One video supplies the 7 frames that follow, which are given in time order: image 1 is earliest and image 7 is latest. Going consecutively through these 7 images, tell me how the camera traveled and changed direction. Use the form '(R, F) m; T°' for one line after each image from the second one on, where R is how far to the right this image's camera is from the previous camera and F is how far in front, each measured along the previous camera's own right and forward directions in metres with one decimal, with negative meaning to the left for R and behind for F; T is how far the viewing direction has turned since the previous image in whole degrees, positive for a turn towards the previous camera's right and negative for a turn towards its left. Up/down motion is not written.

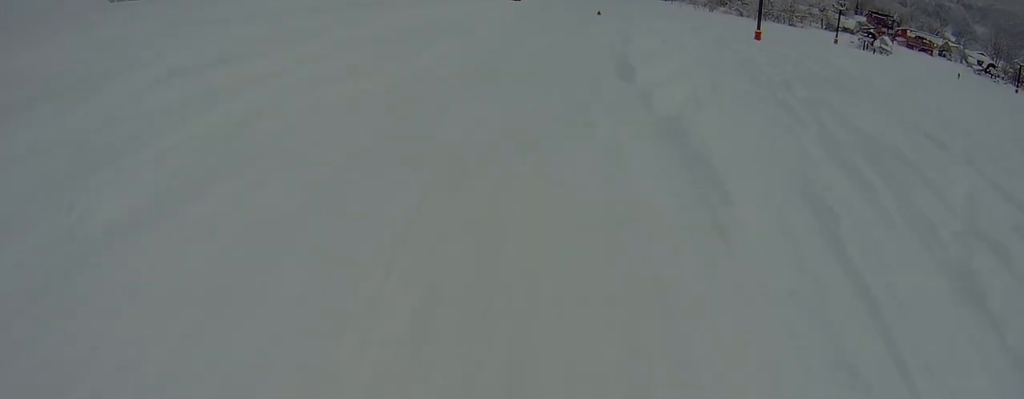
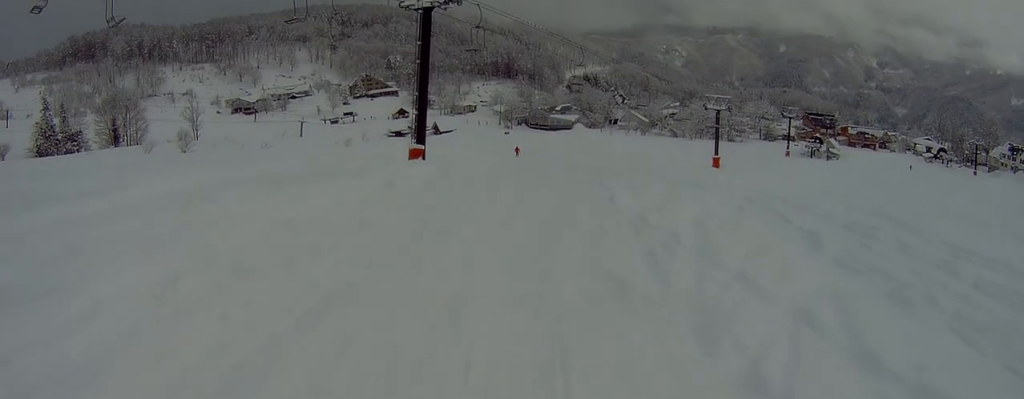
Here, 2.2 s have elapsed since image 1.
(0.0, +16.6) m; 0°
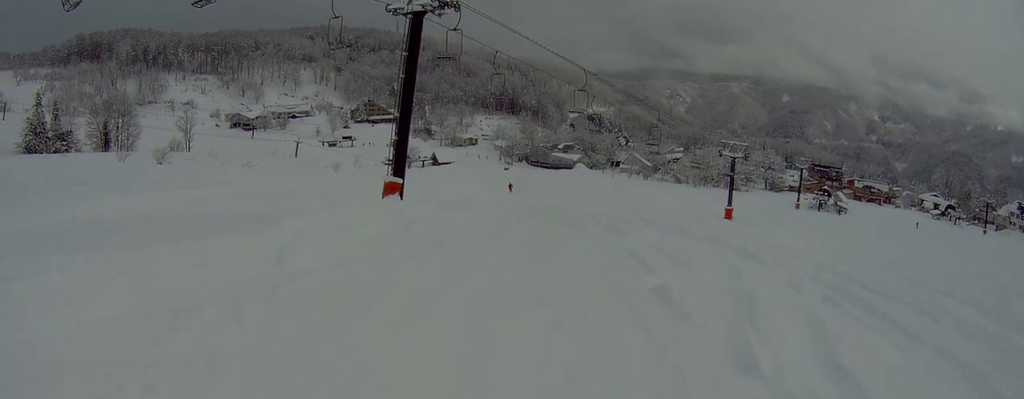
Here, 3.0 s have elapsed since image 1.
(0.0, +6.5) m; 0°
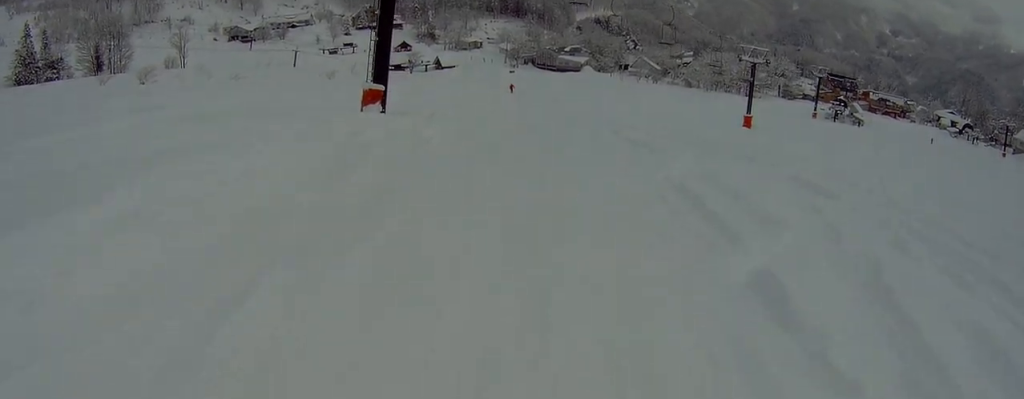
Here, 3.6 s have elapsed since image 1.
(0.0, +4.4) m; +1°
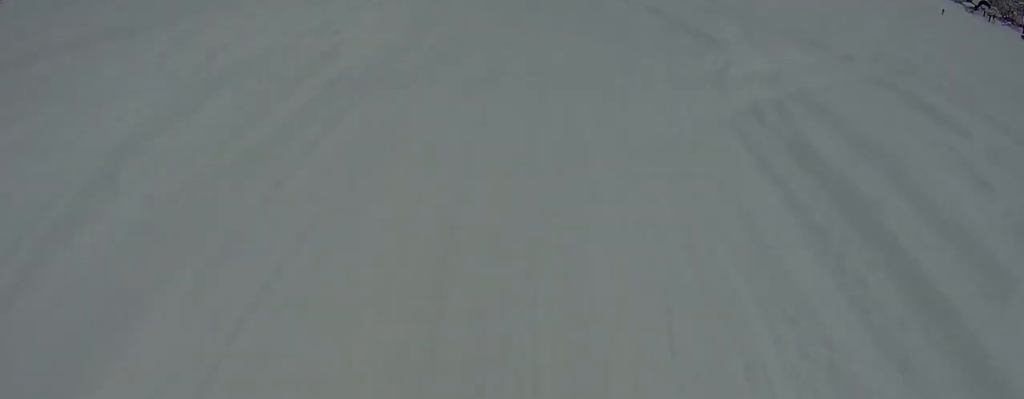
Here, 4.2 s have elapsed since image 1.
(0.0, +5.0) m; +1°
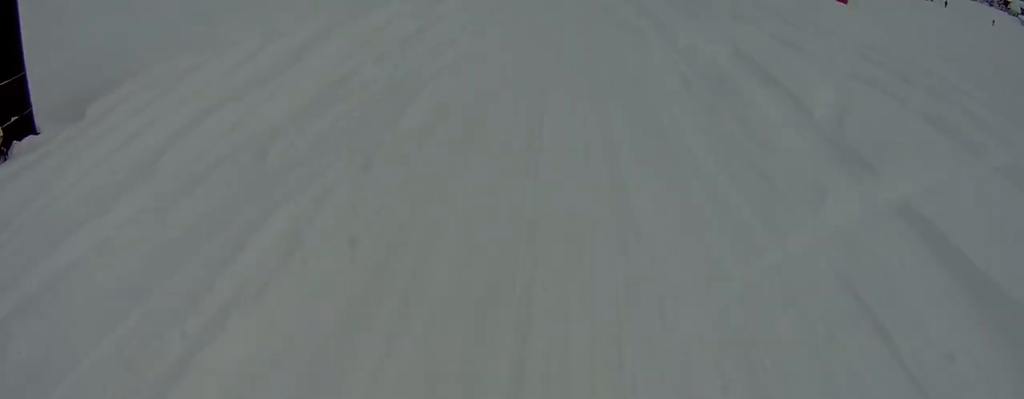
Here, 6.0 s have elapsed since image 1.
(+2.2, +15.1) m; +8°
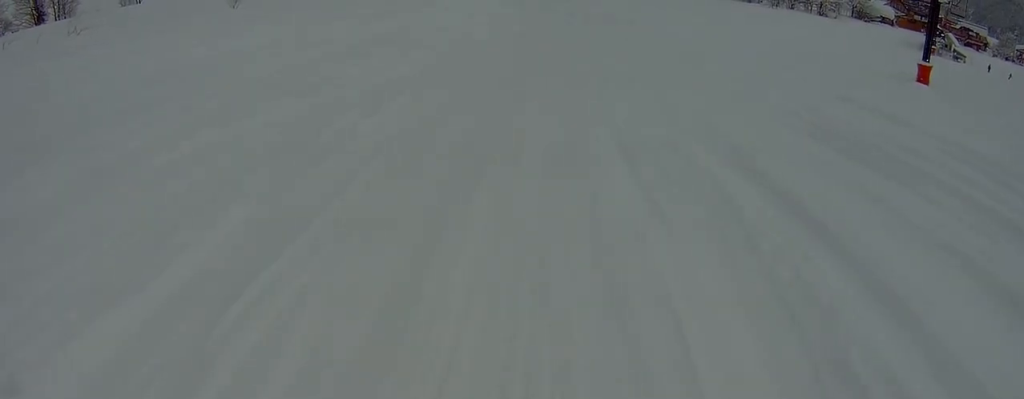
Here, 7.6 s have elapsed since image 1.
(-1.7, +14.1) m; -9°
